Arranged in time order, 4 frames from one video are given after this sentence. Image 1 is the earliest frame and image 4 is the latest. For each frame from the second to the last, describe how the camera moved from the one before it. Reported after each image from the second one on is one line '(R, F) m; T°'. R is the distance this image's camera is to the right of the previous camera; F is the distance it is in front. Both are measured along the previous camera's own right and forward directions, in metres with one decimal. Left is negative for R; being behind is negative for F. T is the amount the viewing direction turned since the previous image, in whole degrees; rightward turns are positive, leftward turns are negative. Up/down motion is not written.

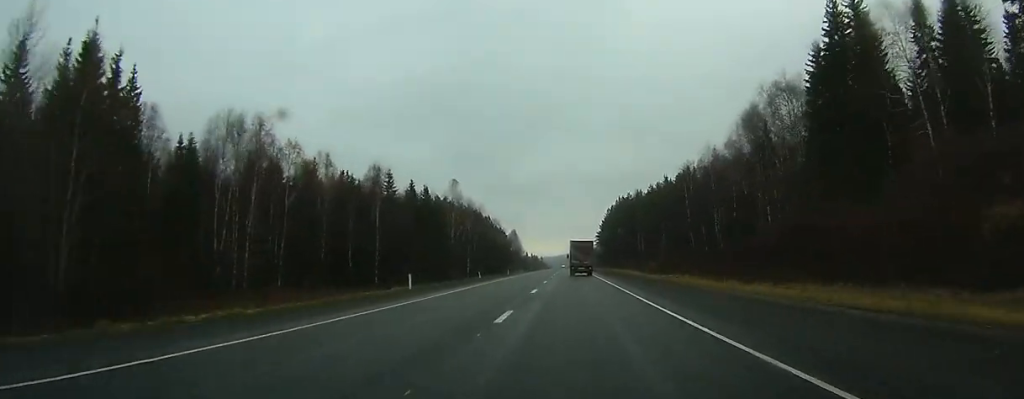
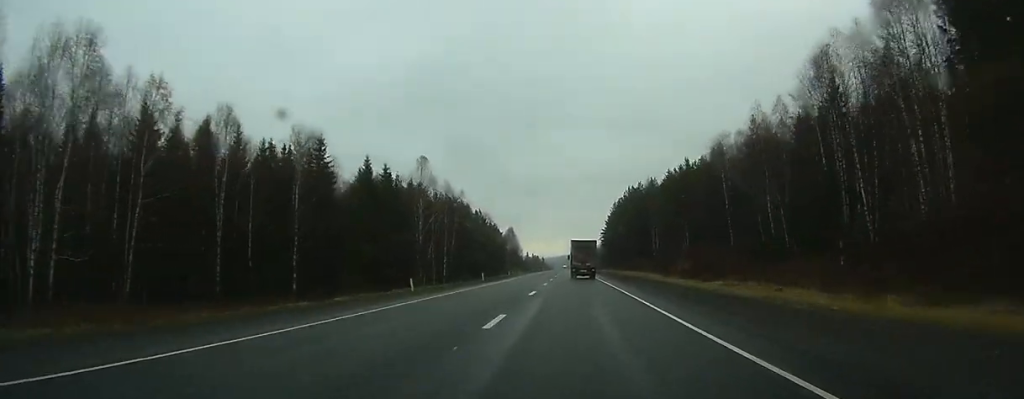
(0.0, +26.5) m; 0°
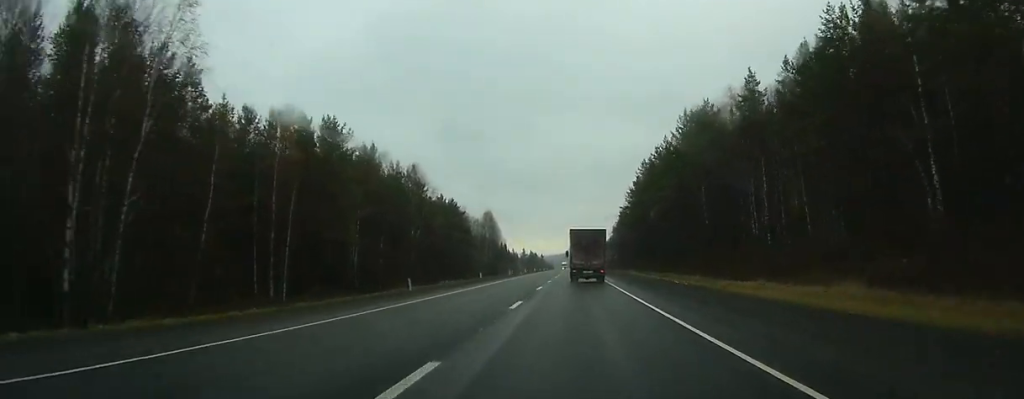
(-0.6, +83.2) m; 0°
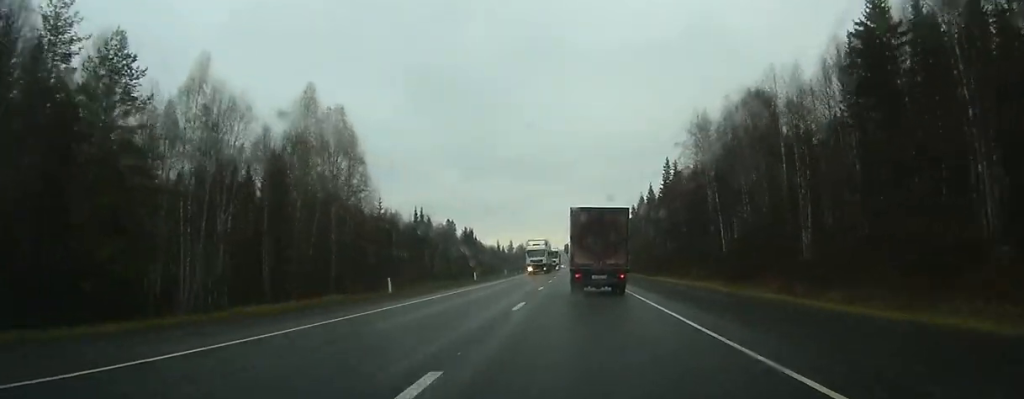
(0.0, +134.9) m; 0°
